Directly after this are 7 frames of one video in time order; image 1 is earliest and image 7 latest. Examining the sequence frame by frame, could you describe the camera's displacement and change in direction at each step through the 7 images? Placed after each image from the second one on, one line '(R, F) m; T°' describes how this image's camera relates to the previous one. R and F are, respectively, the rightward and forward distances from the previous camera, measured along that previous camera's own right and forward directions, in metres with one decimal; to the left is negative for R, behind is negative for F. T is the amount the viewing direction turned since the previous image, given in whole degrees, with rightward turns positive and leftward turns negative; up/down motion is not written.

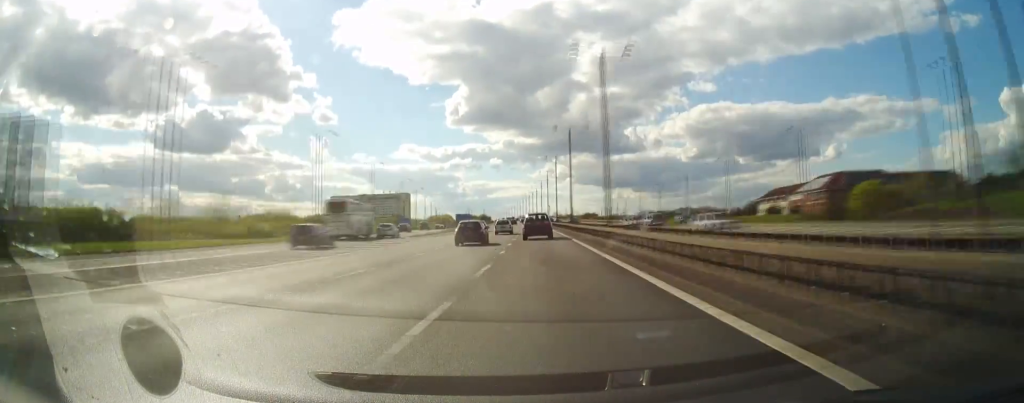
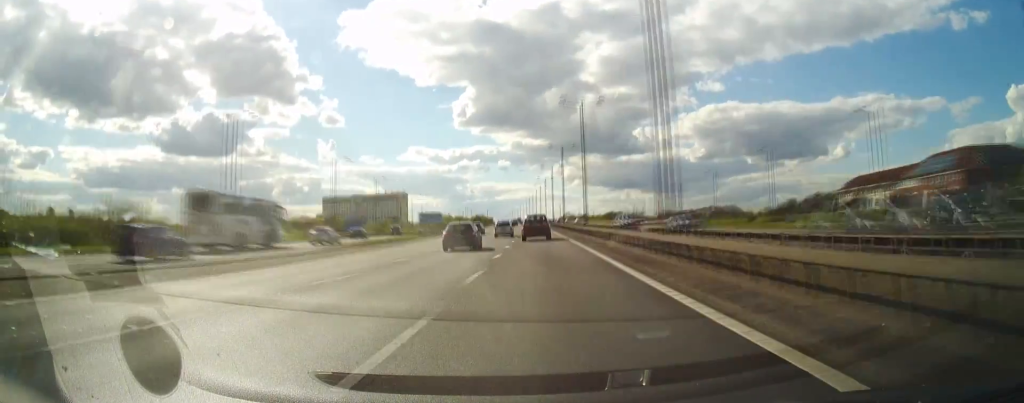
(-0.2, +54.6) m; 0°
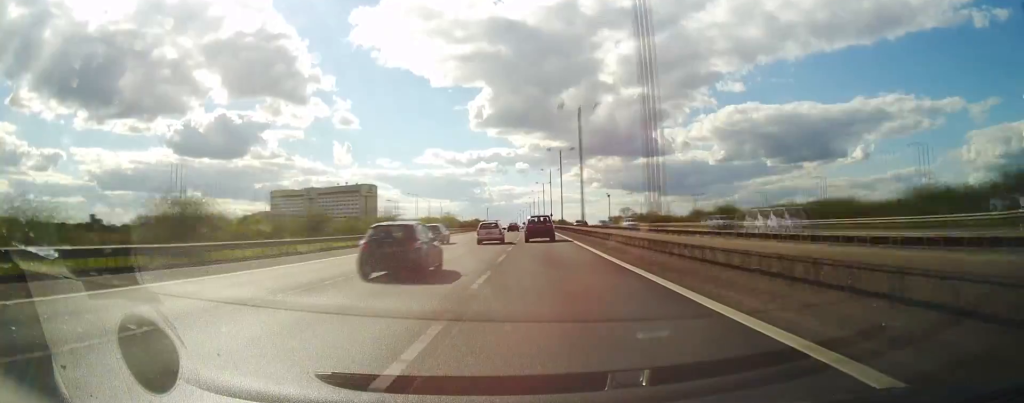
(-3.4, +176.7) m; -2°
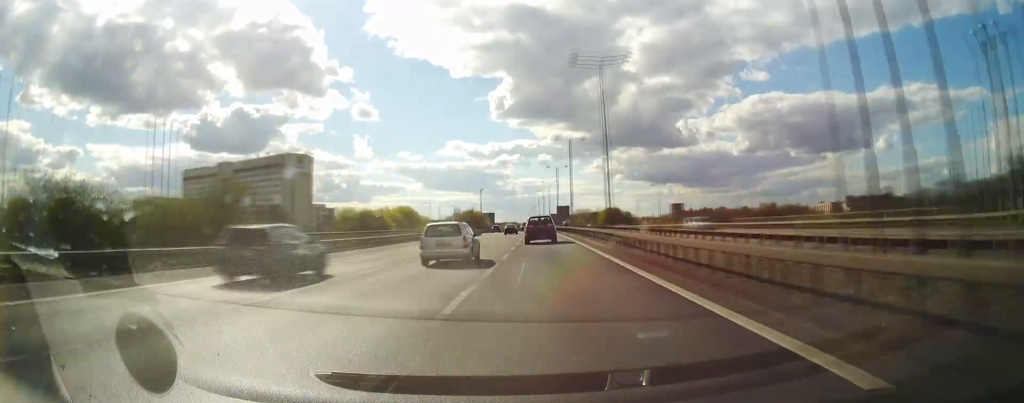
(-3.3, +167.7) m; -1°
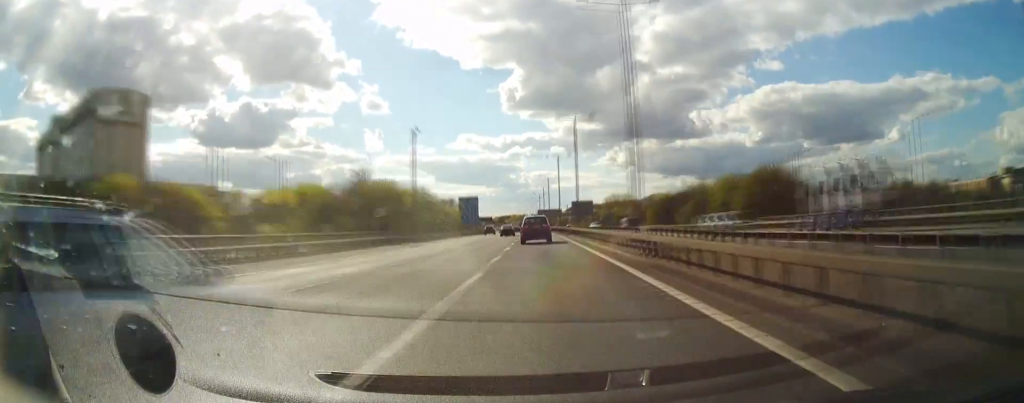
(+2.0, +128.3) m; 0°
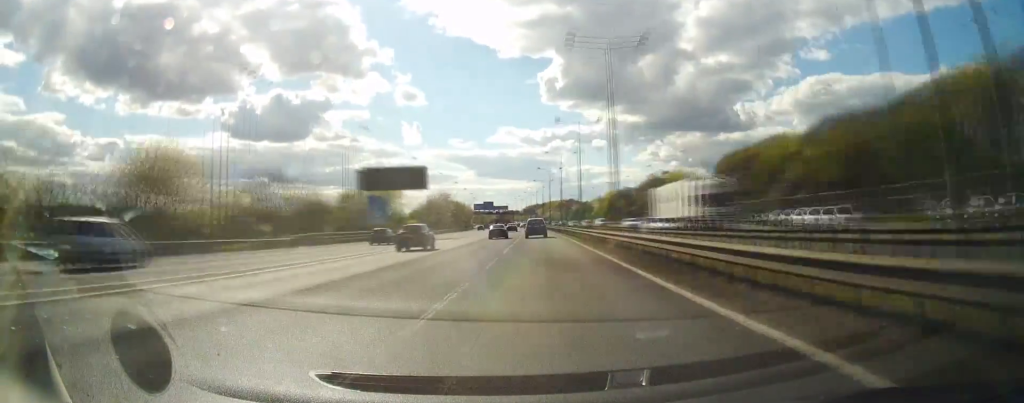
(-15.3, +331.9) m; -5°
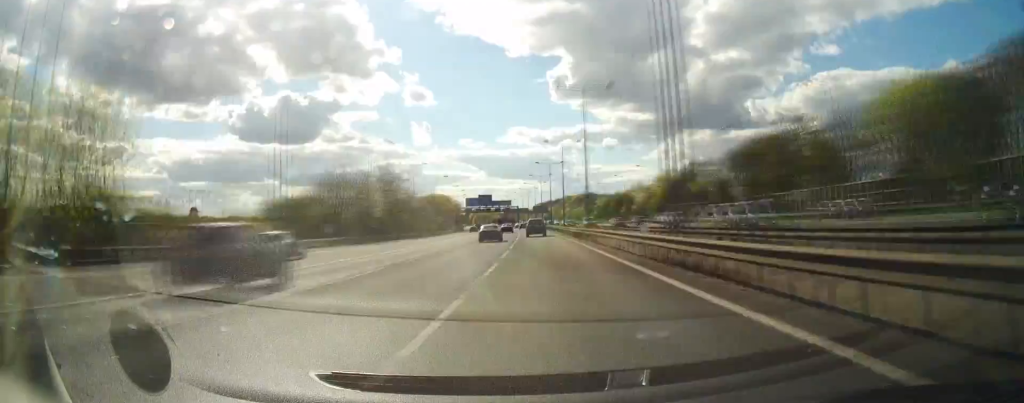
(-0.7, +75.6) m; -1°
